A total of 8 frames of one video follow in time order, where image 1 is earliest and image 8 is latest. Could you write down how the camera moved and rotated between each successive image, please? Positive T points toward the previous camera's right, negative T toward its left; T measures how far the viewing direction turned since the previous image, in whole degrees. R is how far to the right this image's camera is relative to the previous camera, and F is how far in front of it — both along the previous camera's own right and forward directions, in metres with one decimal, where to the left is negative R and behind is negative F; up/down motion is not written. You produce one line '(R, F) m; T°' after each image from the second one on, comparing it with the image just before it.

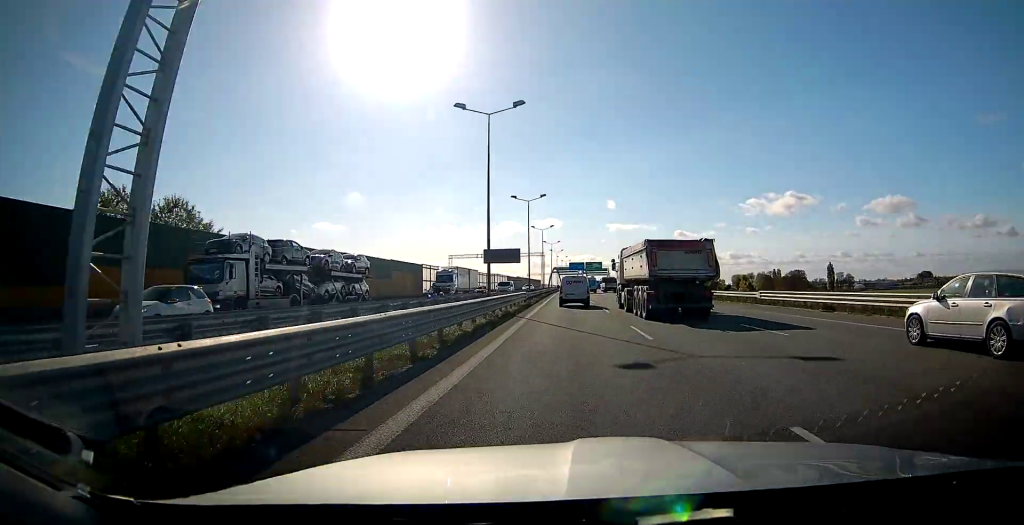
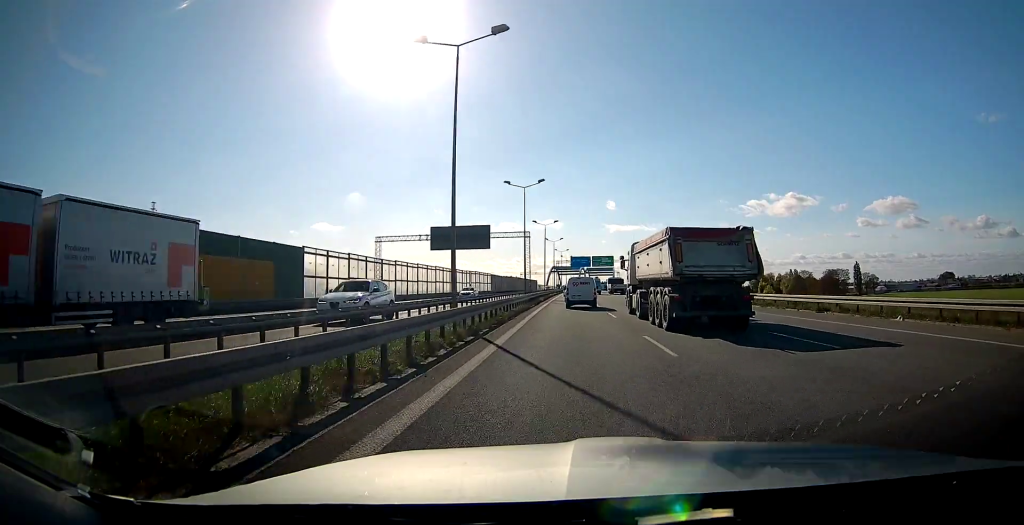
(+0.1, +39.8) m; 0°
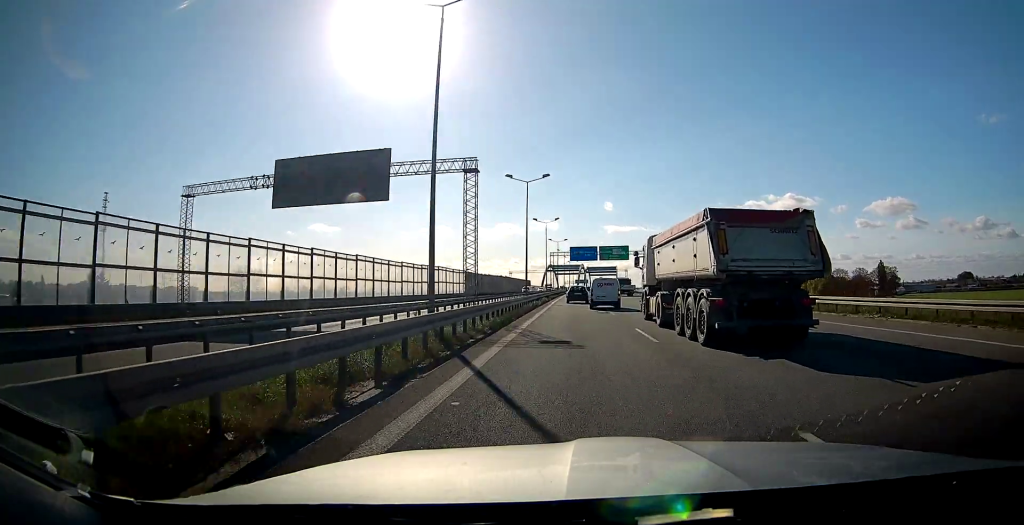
(0.0, +34.1) m; 0°
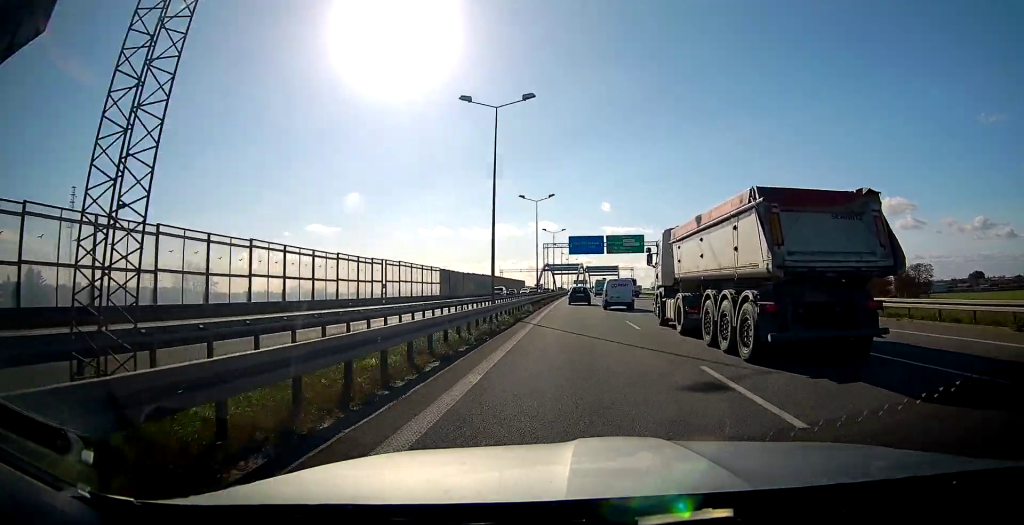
(-0.1, +20.1) m; 0°
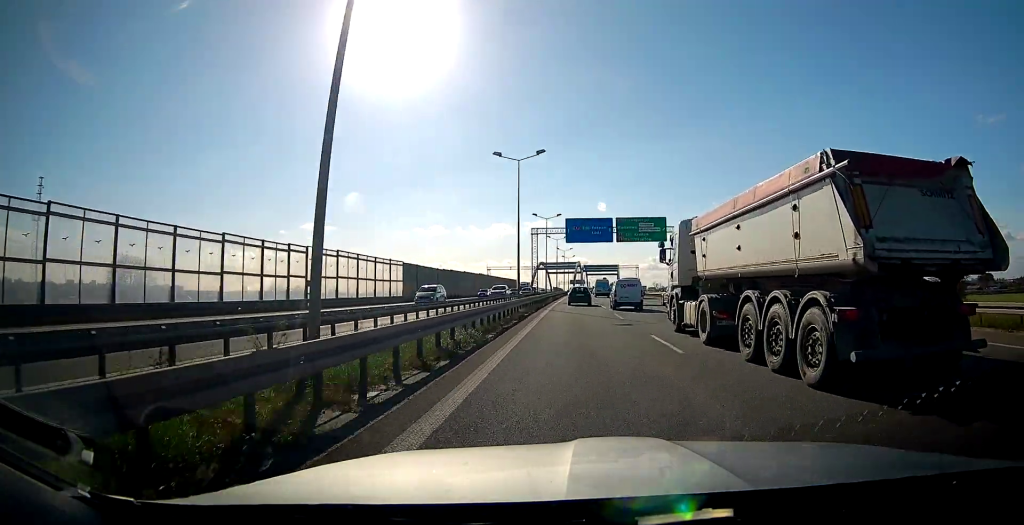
(+0.1, +18.3) m; 0°
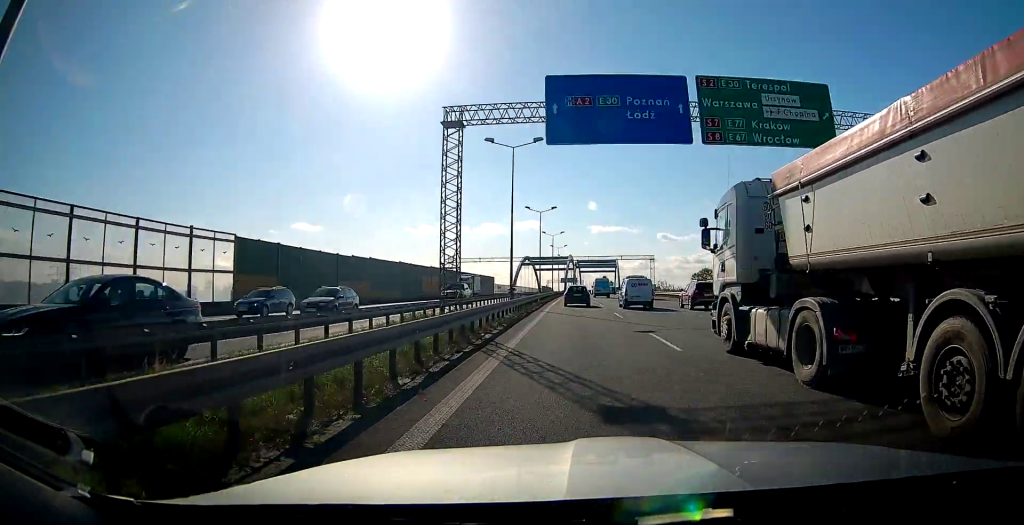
(+0.3, +36.0) m; +1°
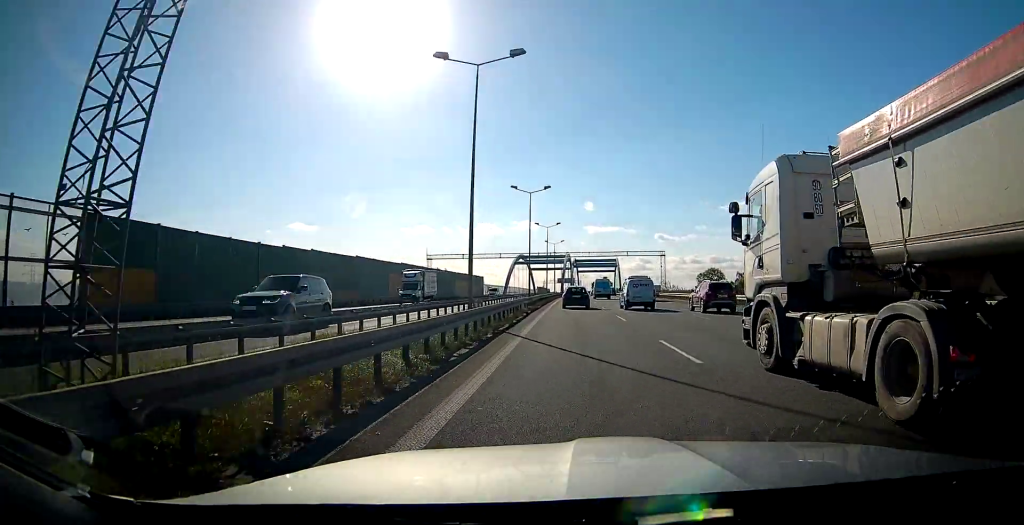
(0.0, +13.7) m; 0°
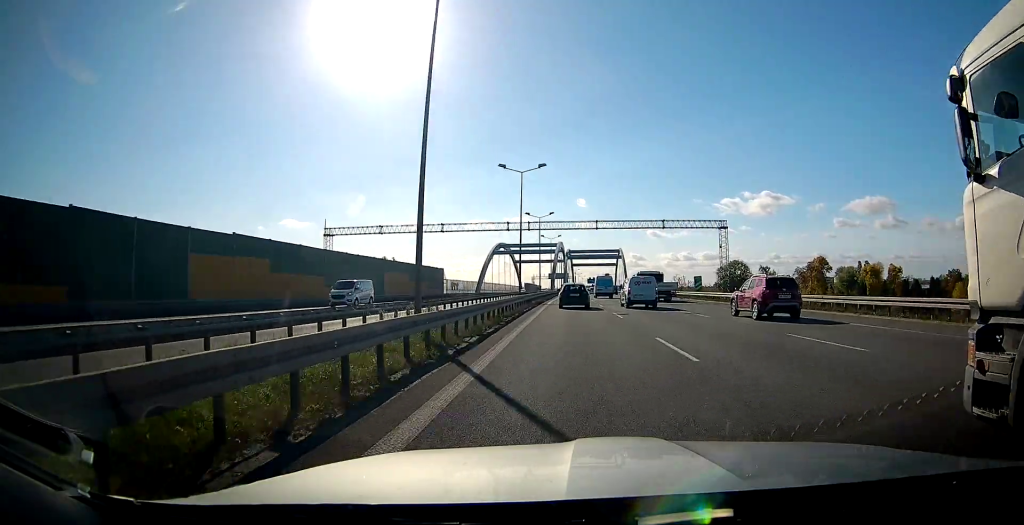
(+0.4, +36.3) m; +1°
